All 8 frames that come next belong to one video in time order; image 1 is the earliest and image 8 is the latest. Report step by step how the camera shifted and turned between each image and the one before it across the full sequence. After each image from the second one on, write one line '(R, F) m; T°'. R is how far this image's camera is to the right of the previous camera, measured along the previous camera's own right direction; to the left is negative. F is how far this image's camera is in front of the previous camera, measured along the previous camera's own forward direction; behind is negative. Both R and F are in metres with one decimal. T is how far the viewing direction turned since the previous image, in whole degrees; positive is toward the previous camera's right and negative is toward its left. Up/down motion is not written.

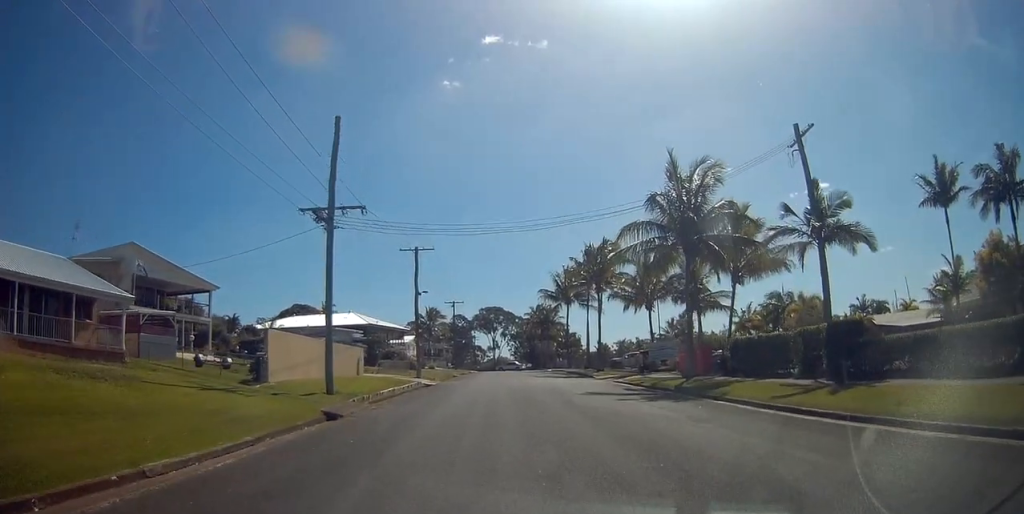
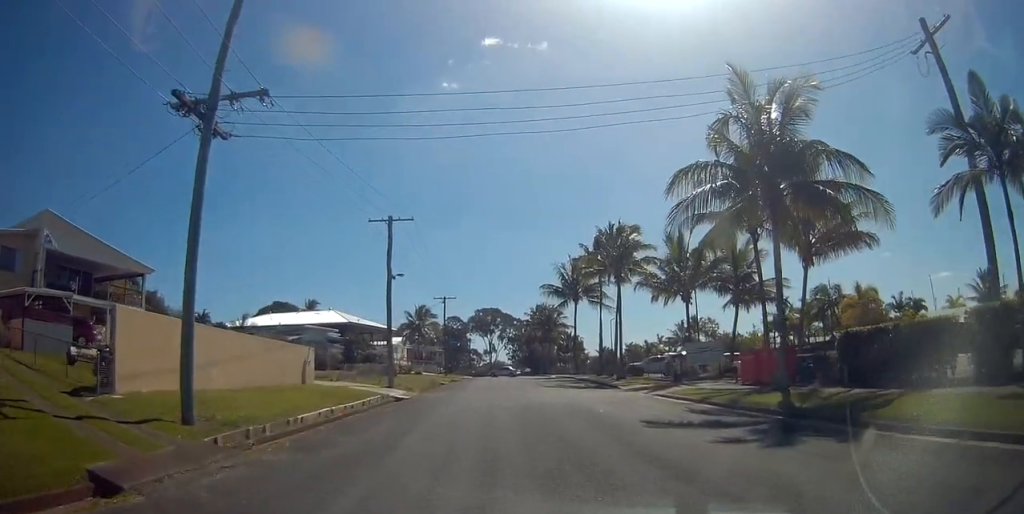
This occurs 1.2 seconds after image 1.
(-0.4, +10.3) m; -2°
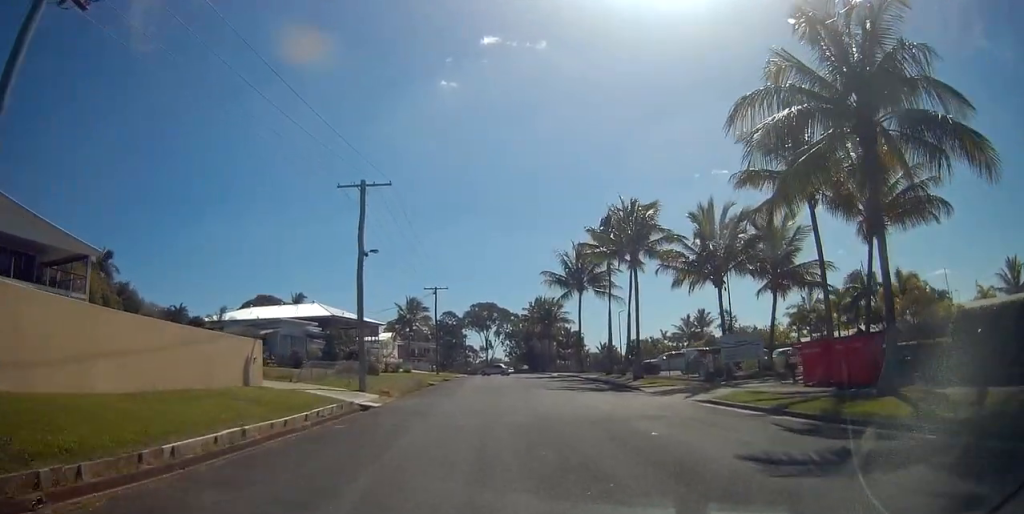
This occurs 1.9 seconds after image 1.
(0.0, +6.3) m; 0°
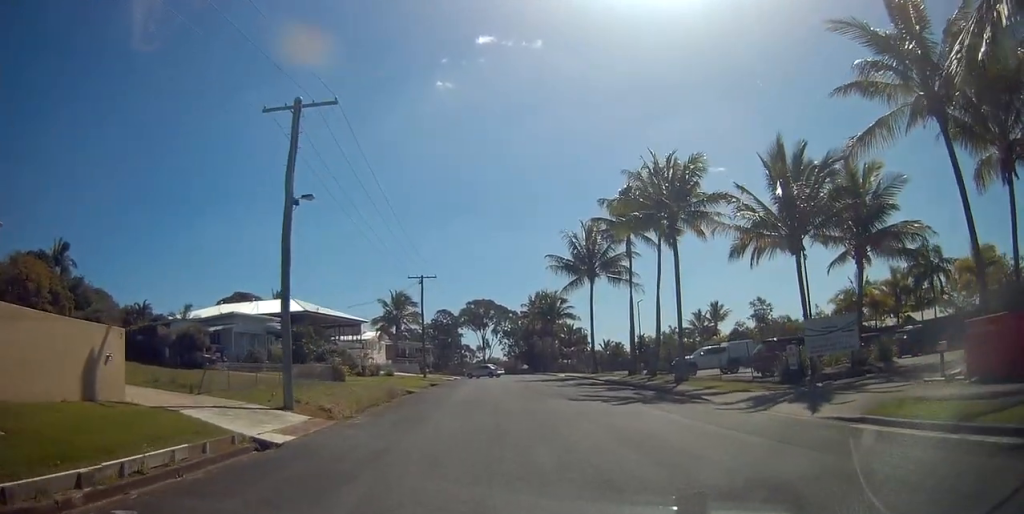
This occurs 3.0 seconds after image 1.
(0.0, +9.2) m; +1°
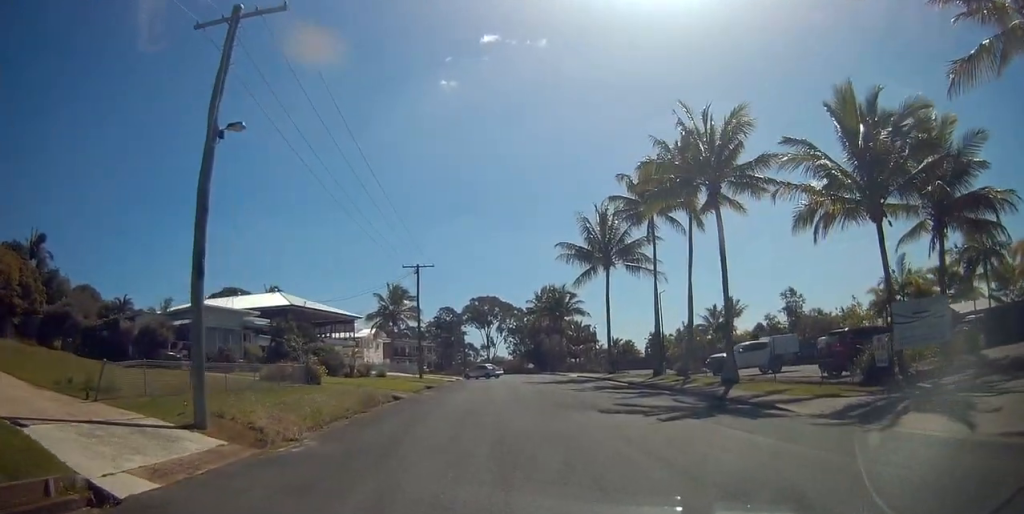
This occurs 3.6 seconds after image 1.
(+0.1, +5.6) m; +1°
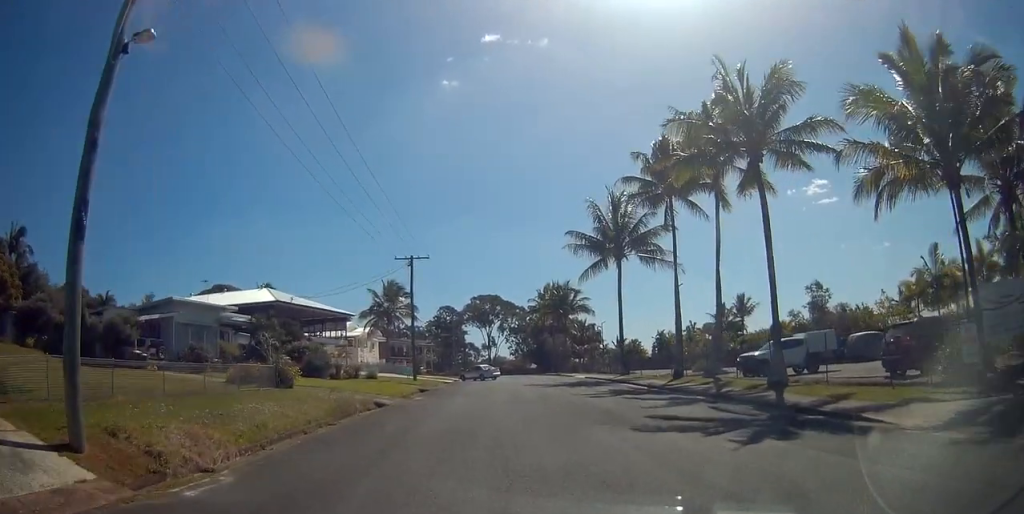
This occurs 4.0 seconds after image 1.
(0.0, +4.1) m; +1°
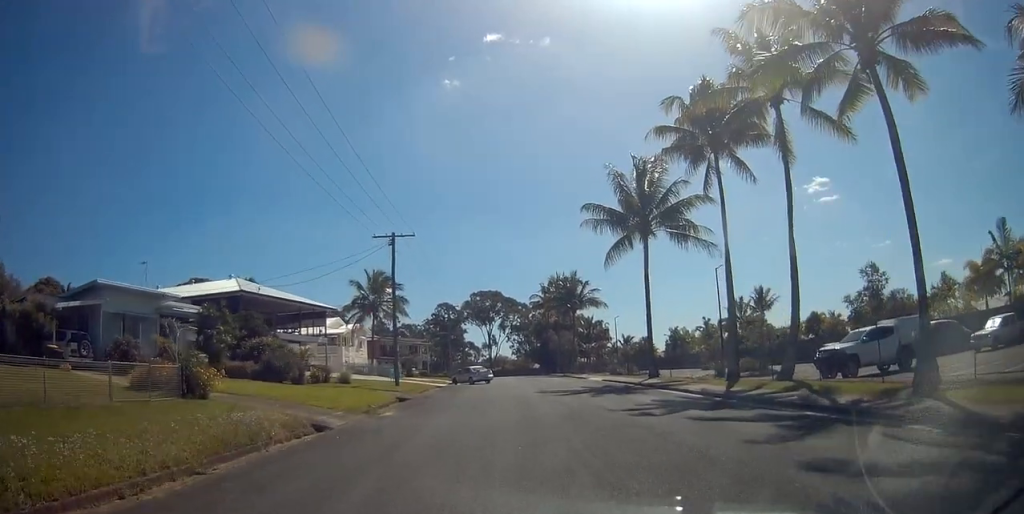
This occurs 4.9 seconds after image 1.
(0.0, +7.7) m; +1°
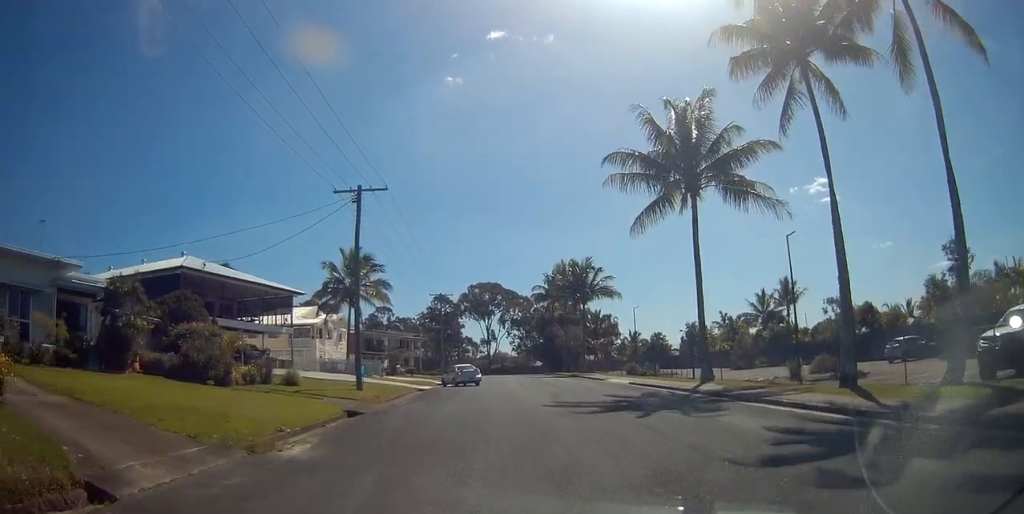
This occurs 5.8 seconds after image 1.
(+0.1, +9.1) m; 0°
